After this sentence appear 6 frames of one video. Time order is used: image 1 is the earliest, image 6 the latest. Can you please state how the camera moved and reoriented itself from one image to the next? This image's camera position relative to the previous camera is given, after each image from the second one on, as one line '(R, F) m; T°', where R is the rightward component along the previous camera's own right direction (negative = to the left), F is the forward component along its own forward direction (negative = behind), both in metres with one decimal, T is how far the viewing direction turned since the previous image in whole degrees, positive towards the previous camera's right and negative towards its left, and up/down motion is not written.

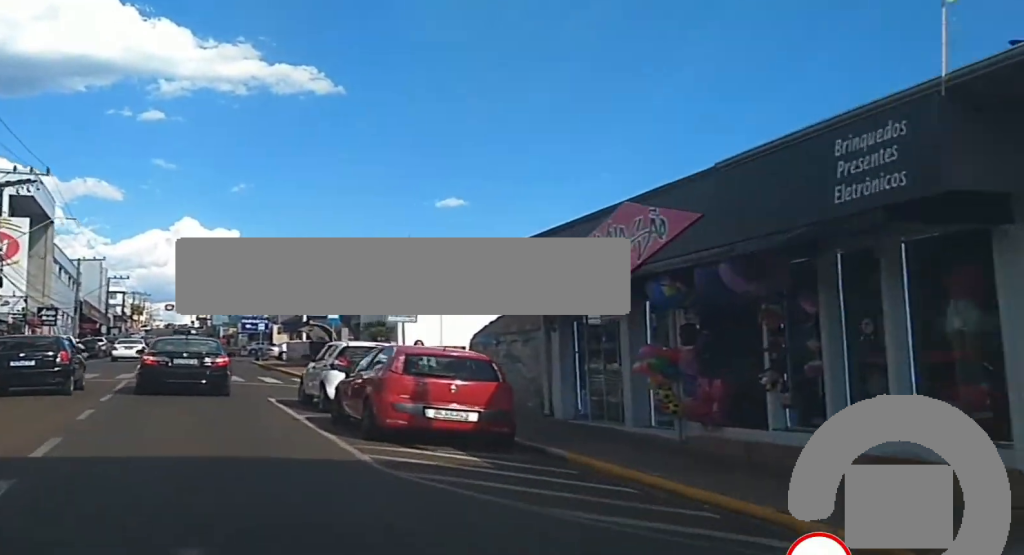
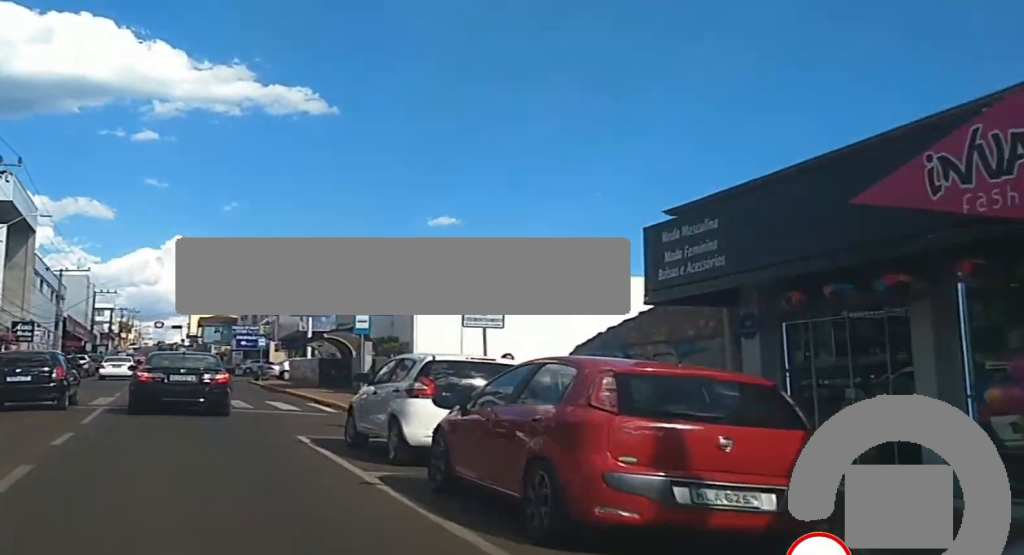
(-0.5, +6.2) m; -1°
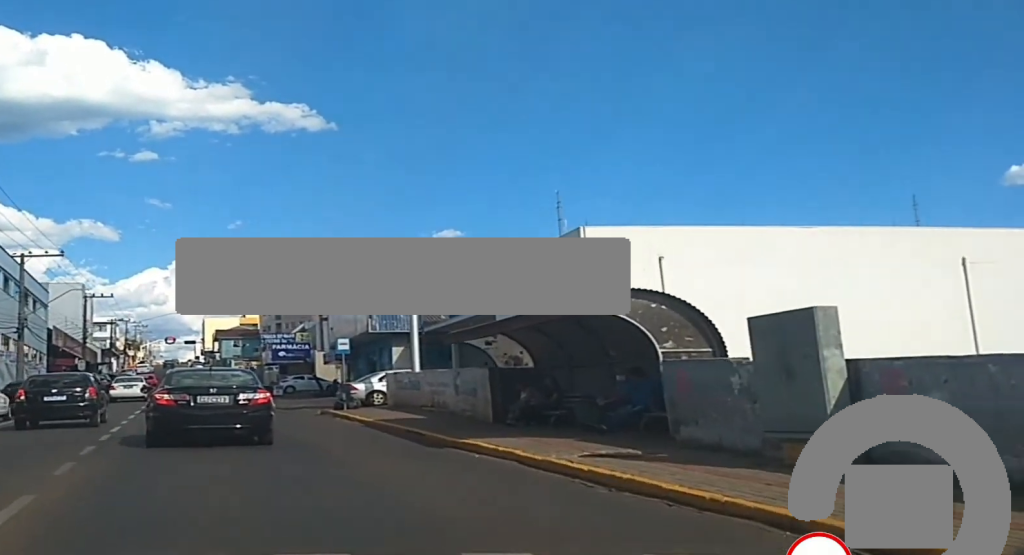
(+2.1, +23.7) m; +5°
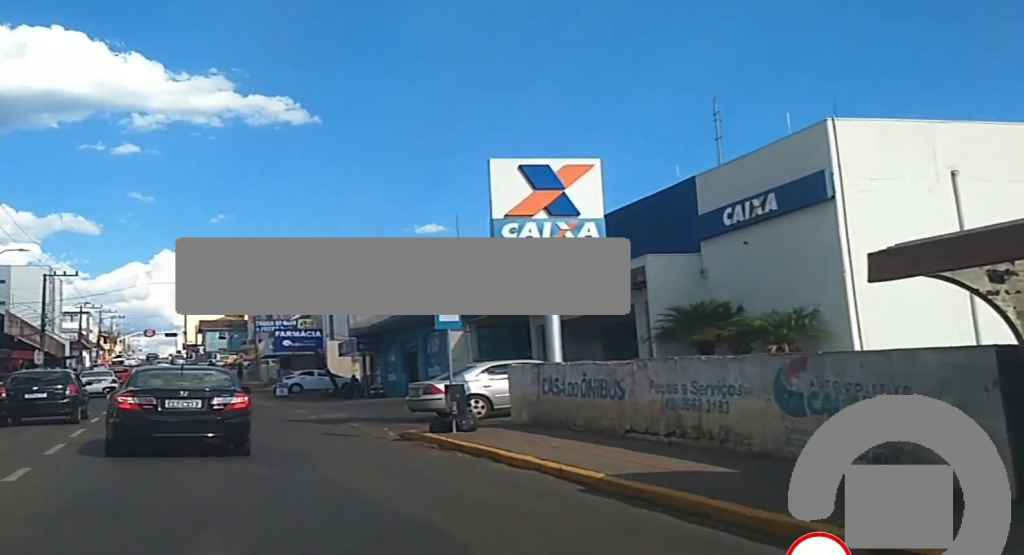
(-0.7, +13.9) m; -4°
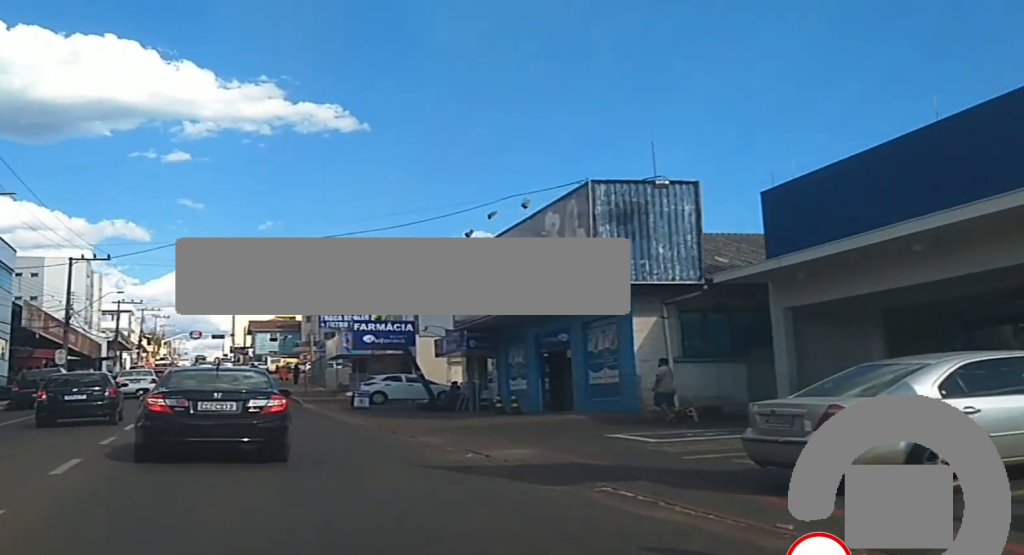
(-0.4, +13.7) m; -1°
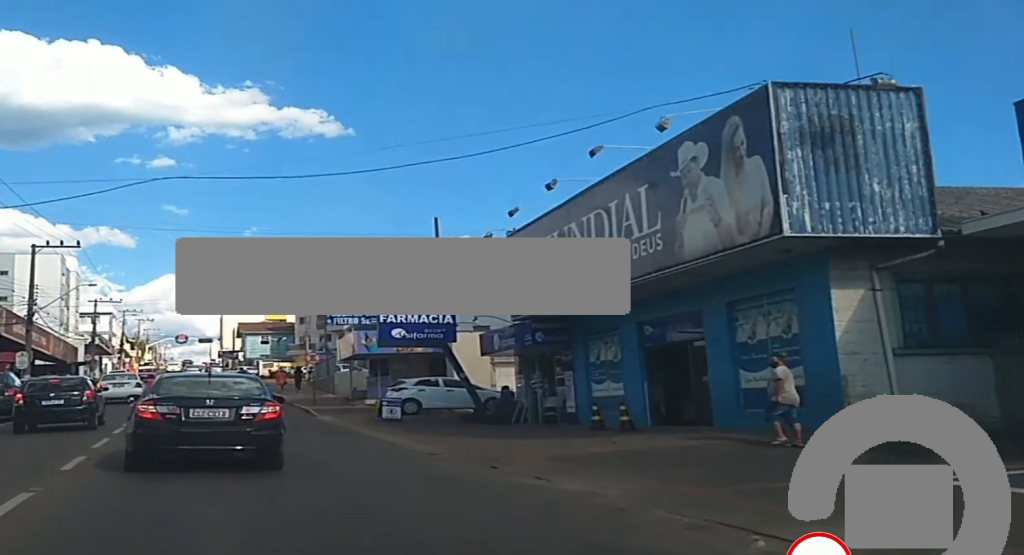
(+0.4, +8.8) m; 0°
